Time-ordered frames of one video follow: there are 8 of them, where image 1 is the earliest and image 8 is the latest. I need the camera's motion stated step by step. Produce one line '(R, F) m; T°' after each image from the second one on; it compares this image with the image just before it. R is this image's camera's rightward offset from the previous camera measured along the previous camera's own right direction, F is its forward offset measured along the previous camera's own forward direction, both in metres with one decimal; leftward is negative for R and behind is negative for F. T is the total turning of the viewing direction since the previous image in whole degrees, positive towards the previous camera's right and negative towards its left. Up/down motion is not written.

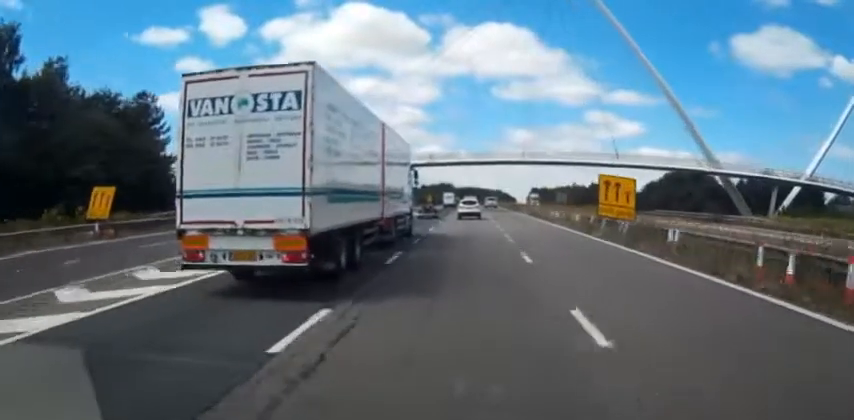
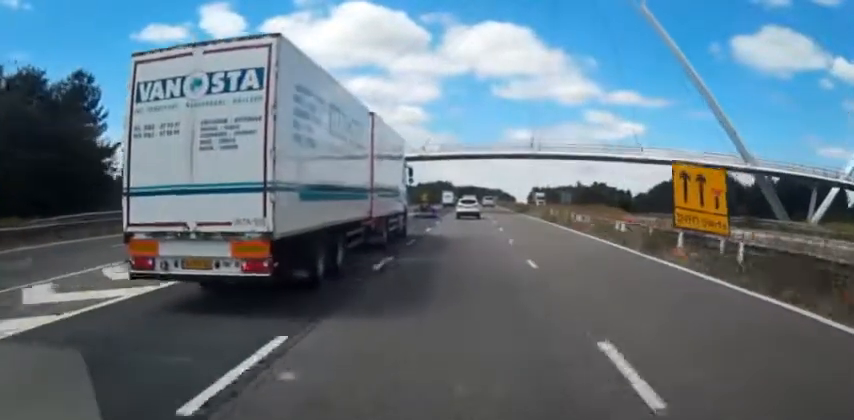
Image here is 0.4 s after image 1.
(0.0, +11.3) m; 0°
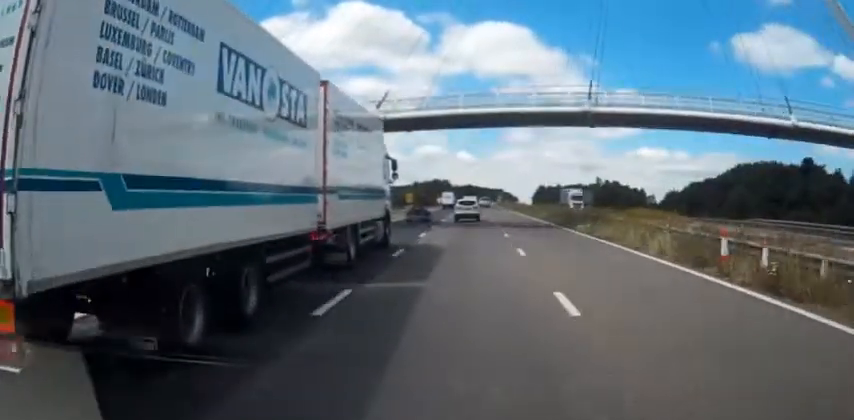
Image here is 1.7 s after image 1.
(+0.1, +32.8) m; -1°
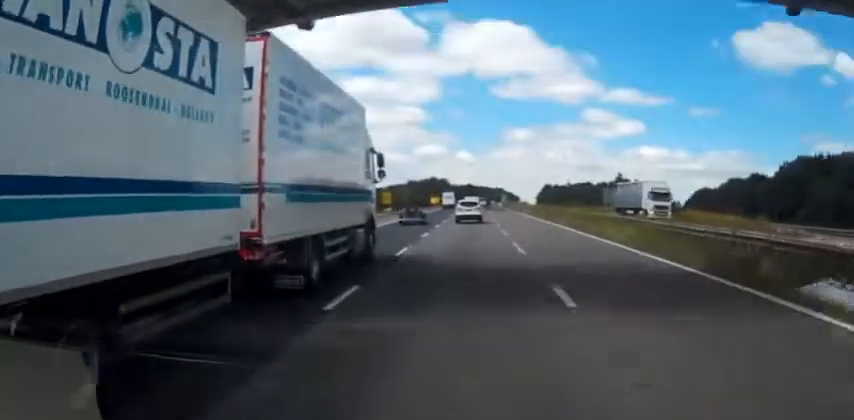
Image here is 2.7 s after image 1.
(-0.3, +26.4) m; -1°
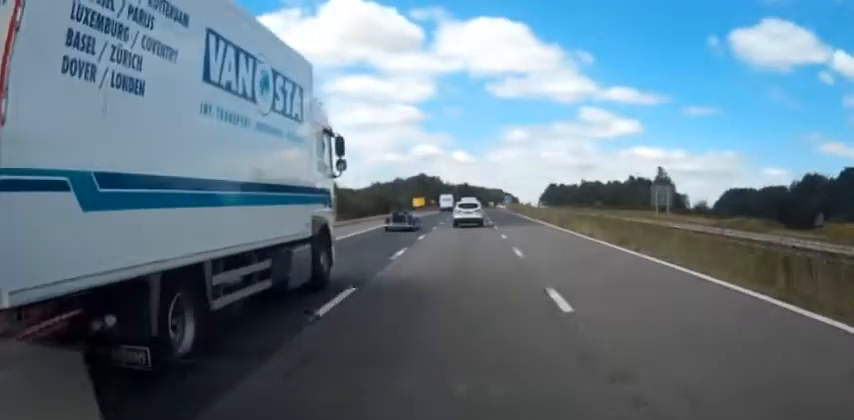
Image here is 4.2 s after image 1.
(+0.2, +37.0) m; +1°
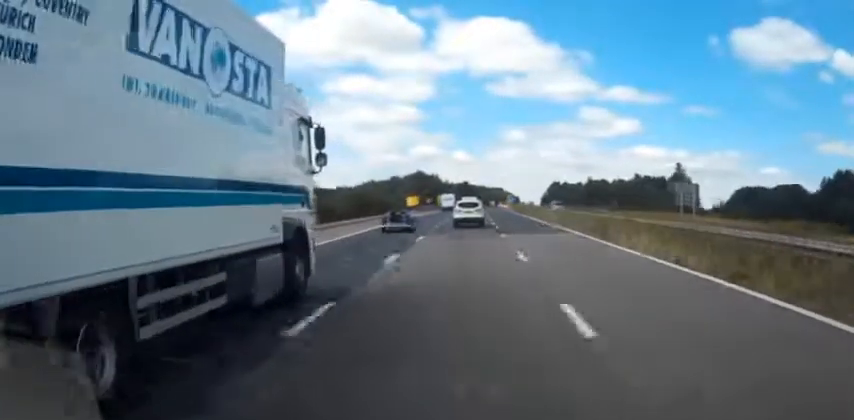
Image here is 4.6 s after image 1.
(0.0, +10.0) m; 0°
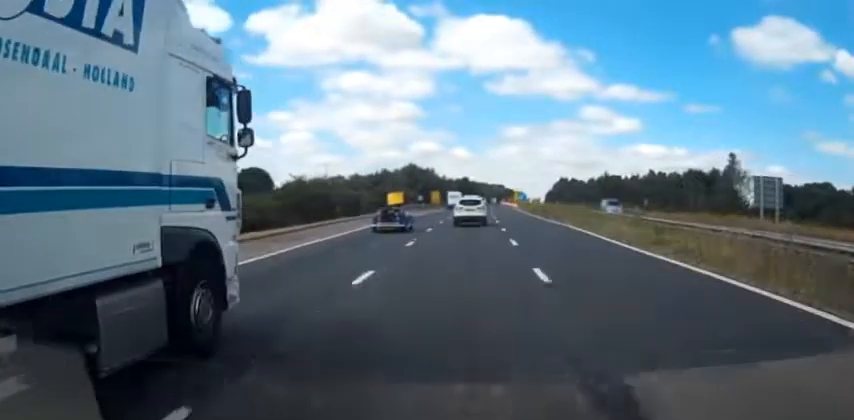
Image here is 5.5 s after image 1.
(+0.1, +23.1) m; 0°
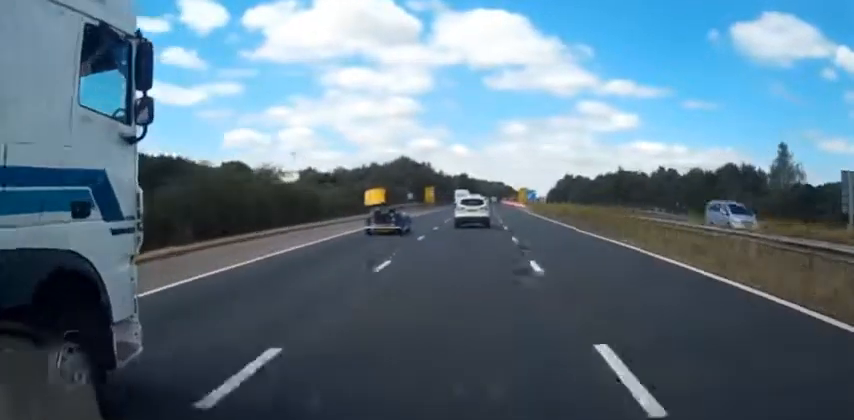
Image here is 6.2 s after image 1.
(0.0, +15.4) m; 0°
